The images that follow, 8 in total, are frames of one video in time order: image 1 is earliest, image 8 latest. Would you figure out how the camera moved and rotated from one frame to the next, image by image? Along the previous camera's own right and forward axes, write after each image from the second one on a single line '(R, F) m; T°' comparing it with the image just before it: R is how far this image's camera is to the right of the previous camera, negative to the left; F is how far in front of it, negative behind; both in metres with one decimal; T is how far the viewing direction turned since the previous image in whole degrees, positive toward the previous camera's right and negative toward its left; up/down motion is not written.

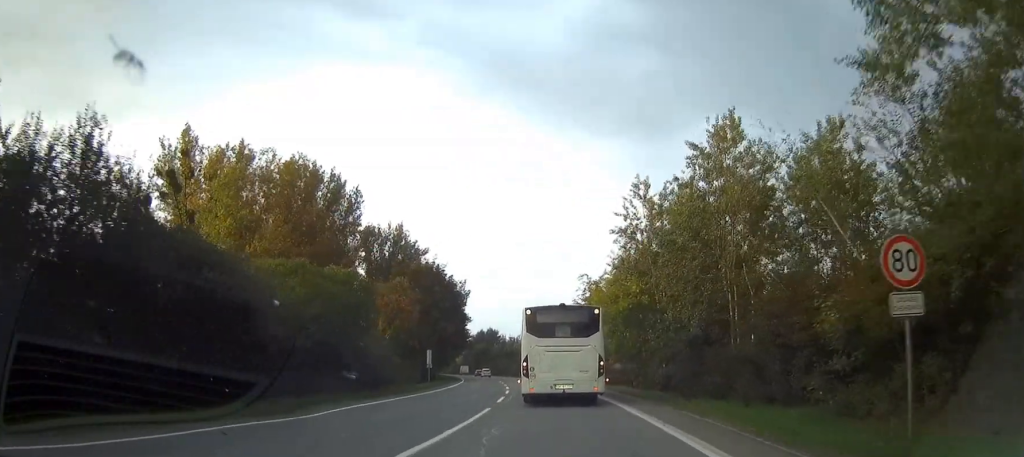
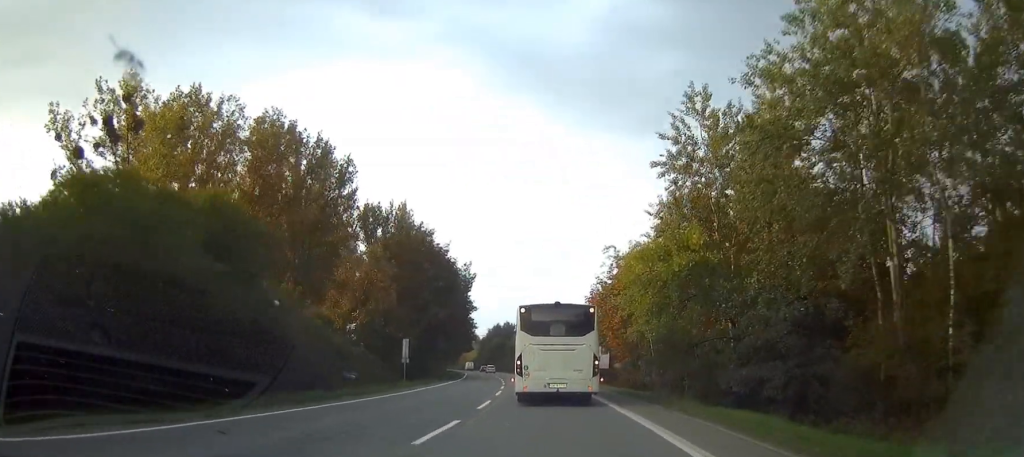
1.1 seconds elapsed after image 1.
(-0.2, +15.3) m; -1°
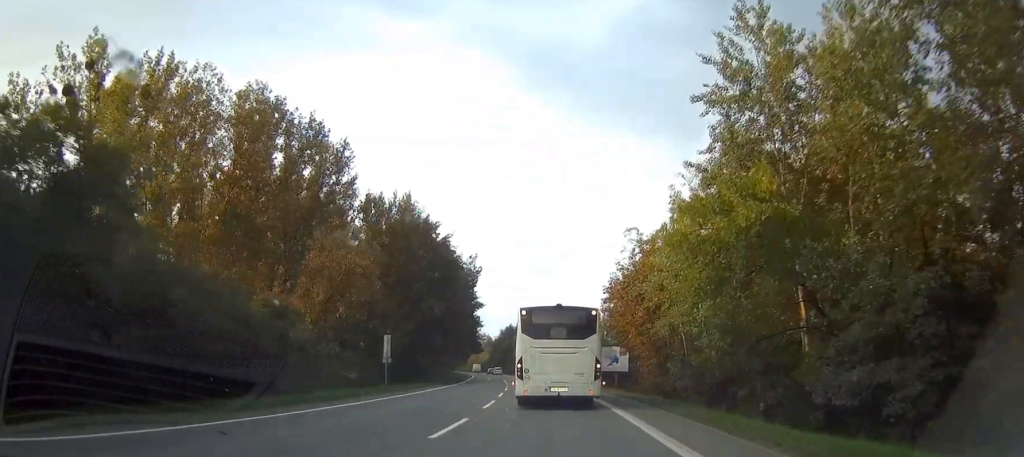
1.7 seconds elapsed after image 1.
(-0.1, +8.1) m; -1°
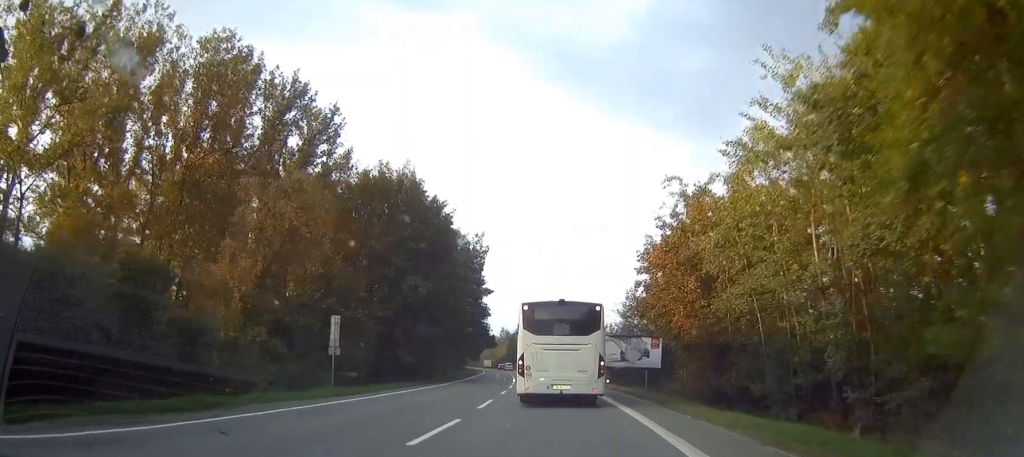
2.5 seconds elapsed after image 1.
(-0.1, +11.7) m; -2°
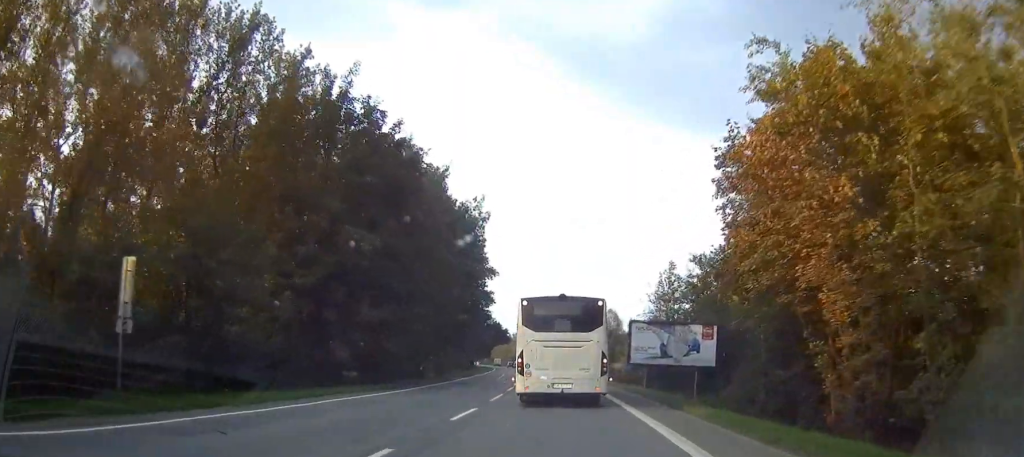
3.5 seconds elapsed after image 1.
(-0.3, +15.5) m; -1°
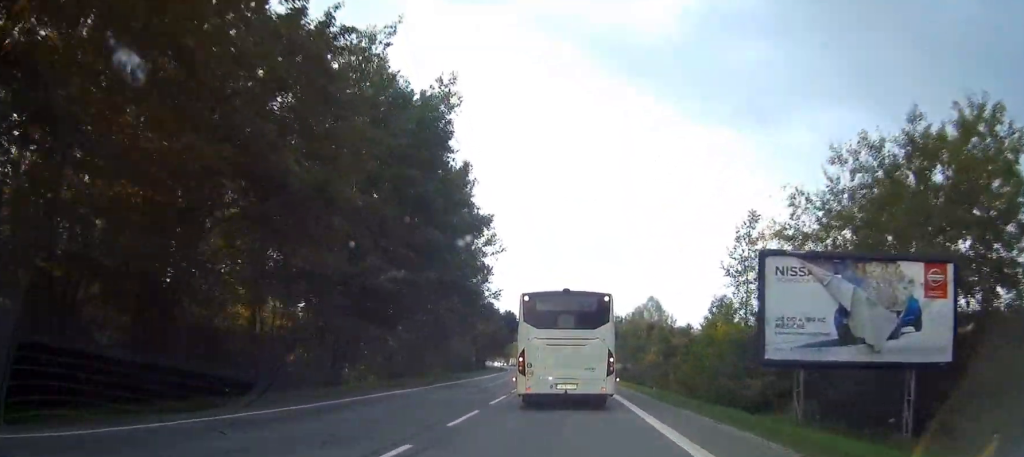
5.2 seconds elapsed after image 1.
(0.0, +26.3) m; -1°
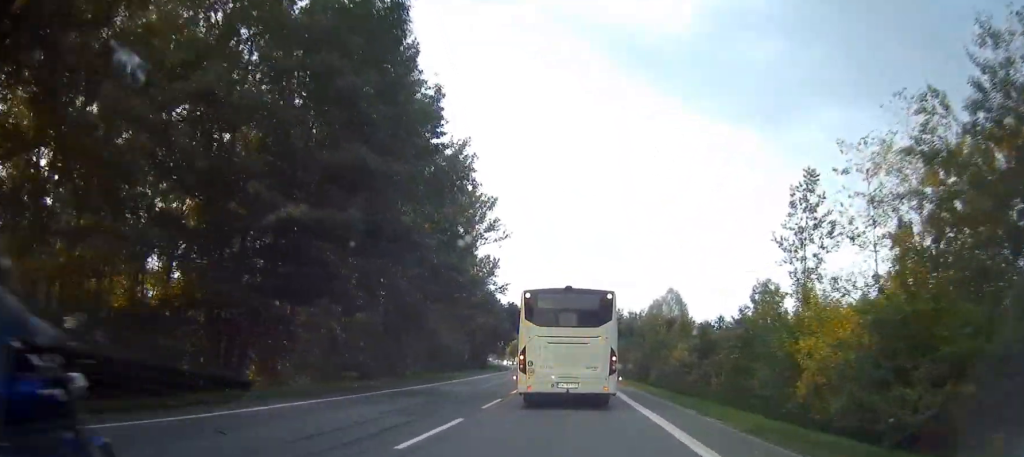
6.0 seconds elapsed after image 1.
(-0.2, +11.5) m; -1°
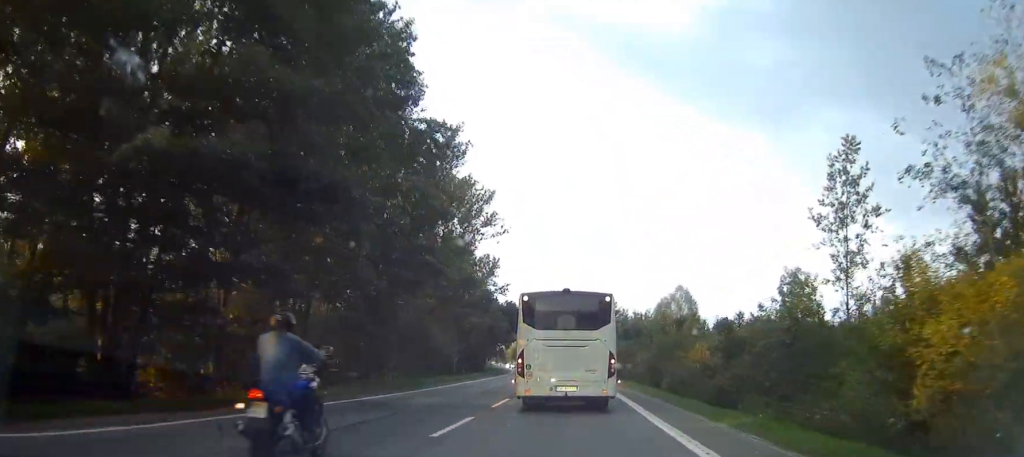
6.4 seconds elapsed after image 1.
(0.0, +6.5) m; 0°
